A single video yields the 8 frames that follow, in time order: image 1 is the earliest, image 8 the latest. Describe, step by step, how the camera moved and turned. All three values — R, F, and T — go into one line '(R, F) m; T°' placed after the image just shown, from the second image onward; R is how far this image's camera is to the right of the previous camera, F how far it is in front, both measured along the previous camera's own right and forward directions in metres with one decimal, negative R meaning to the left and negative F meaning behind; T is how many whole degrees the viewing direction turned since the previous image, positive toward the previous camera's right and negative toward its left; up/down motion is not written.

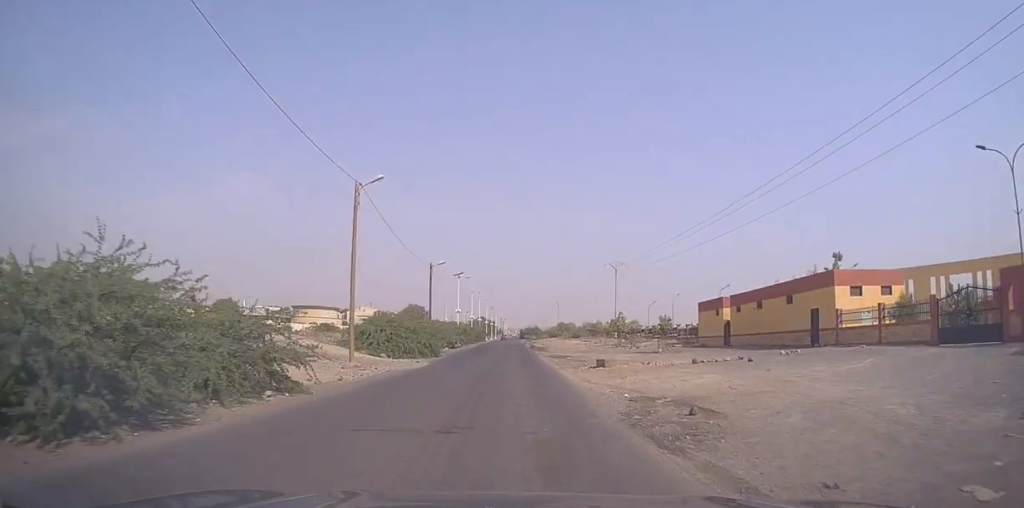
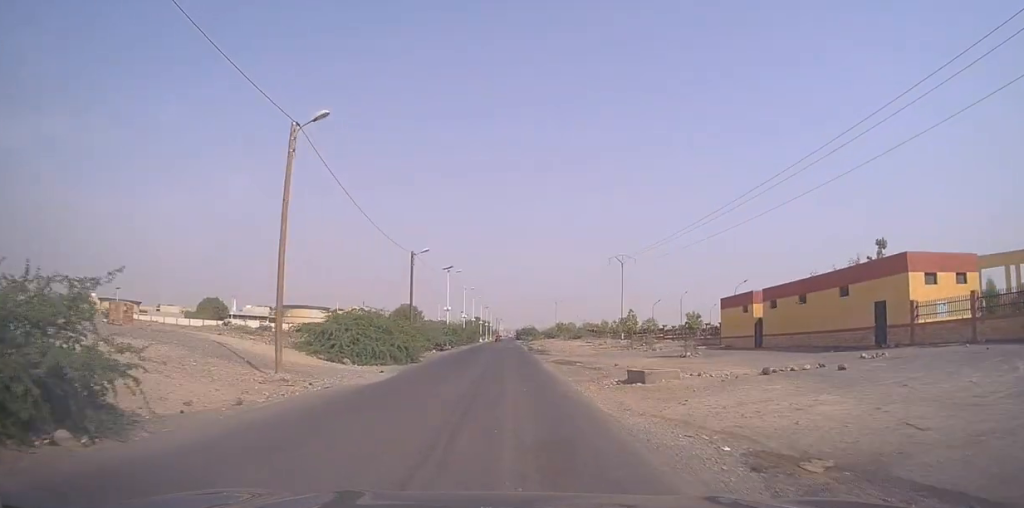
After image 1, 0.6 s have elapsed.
(+0.3, +7.9) m; 0°
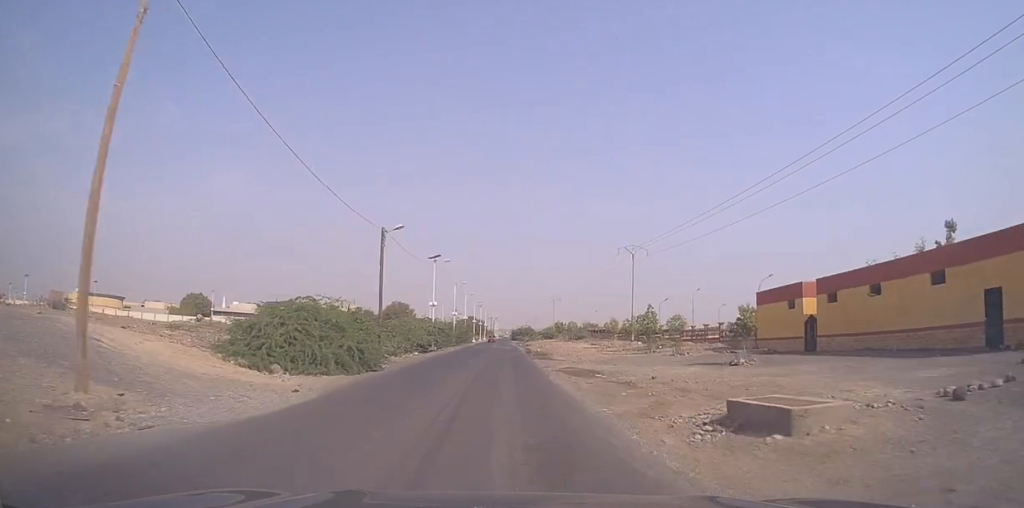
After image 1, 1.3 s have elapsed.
(+0.3, +8.7) m; 0°
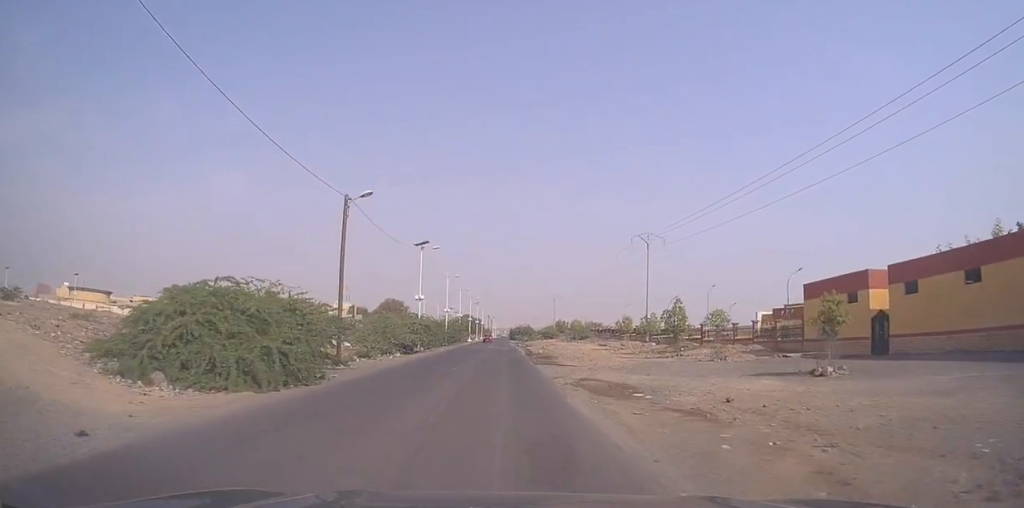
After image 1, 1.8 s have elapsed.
(-0.5, +7.4) m; 0°
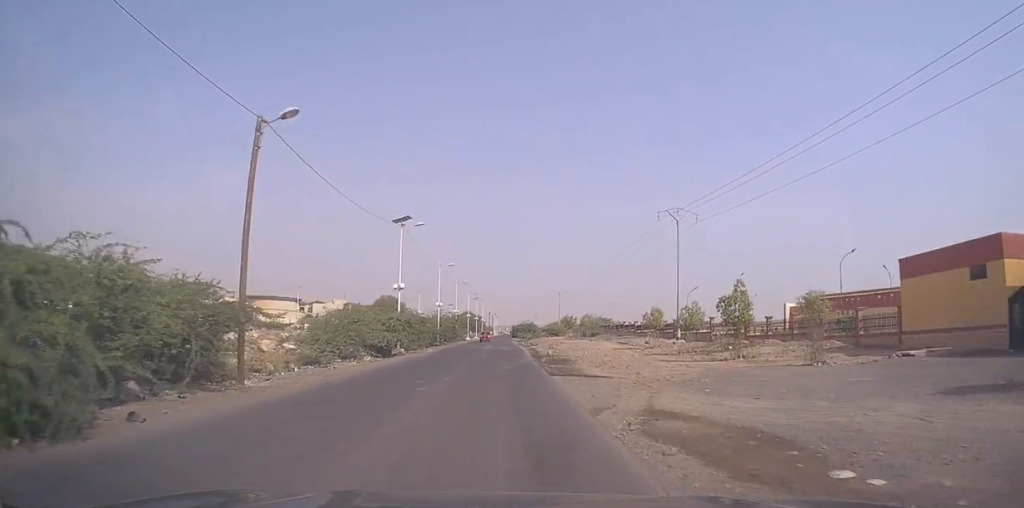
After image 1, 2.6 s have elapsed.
(+0.1, +9.7) m; +1°
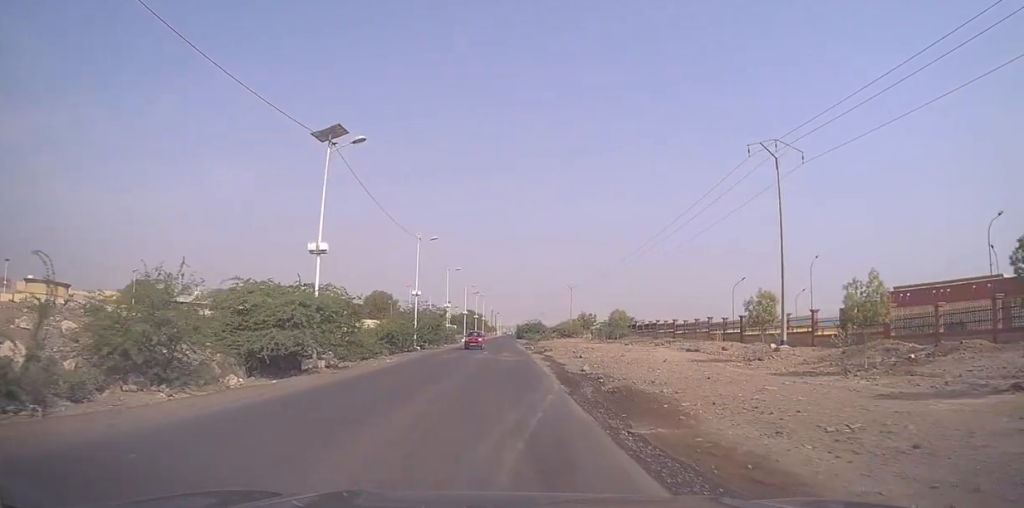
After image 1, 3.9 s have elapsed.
(+0.5, +18.6) m; -1°
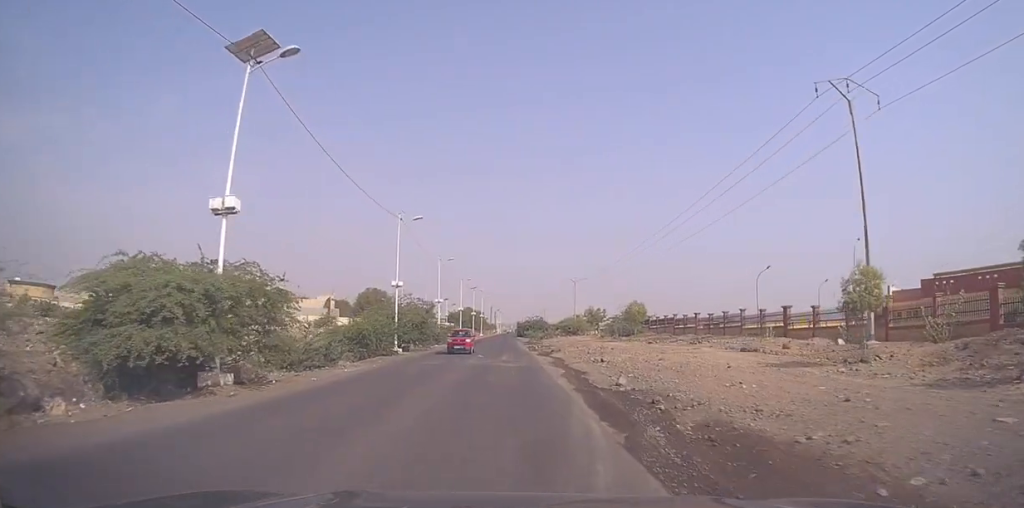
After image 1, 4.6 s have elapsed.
(-0.3, +8.7) m; -1°
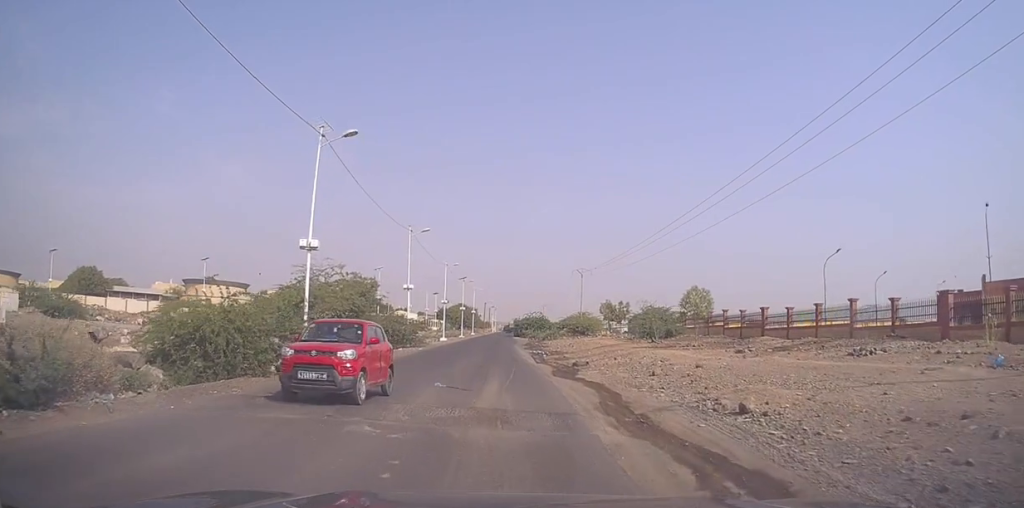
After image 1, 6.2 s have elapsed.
(0.0, +22.0) m; 0°
